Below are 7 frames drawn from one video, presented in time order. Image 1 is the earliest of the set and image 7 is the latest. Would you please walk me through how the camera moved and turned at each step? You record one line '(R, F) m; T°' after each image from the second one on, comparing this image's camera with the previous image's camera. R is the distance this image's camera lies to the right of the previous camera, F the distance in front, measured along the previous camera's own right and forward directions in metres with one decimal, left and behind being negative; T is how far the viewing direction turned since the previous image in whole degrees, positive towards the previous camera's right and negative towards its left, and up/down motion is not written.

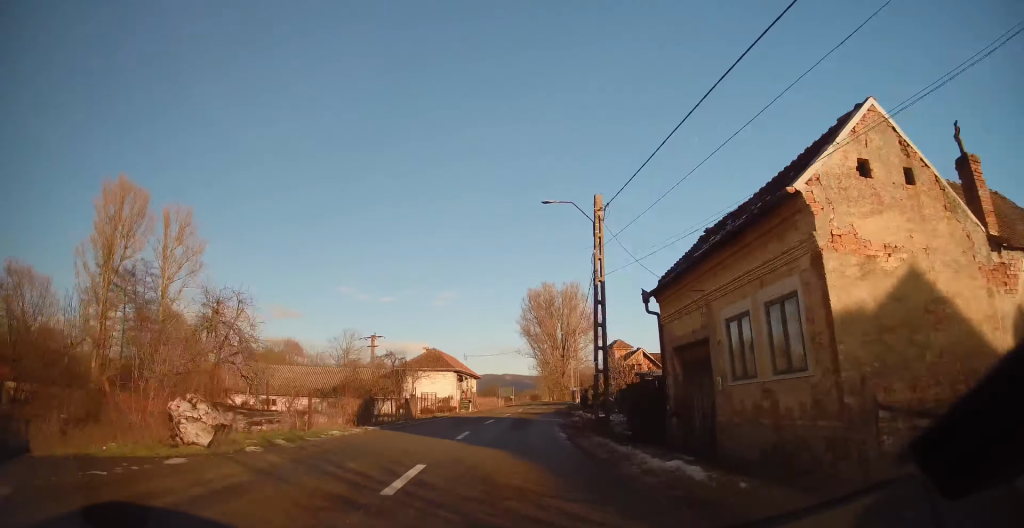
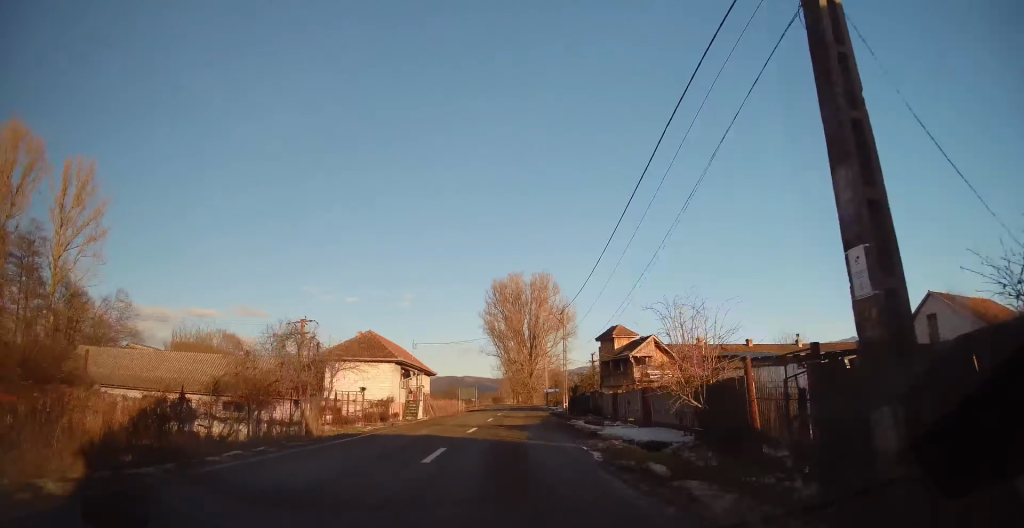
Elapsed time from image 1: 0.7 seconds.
(+0.1, +14.1) m; +3°
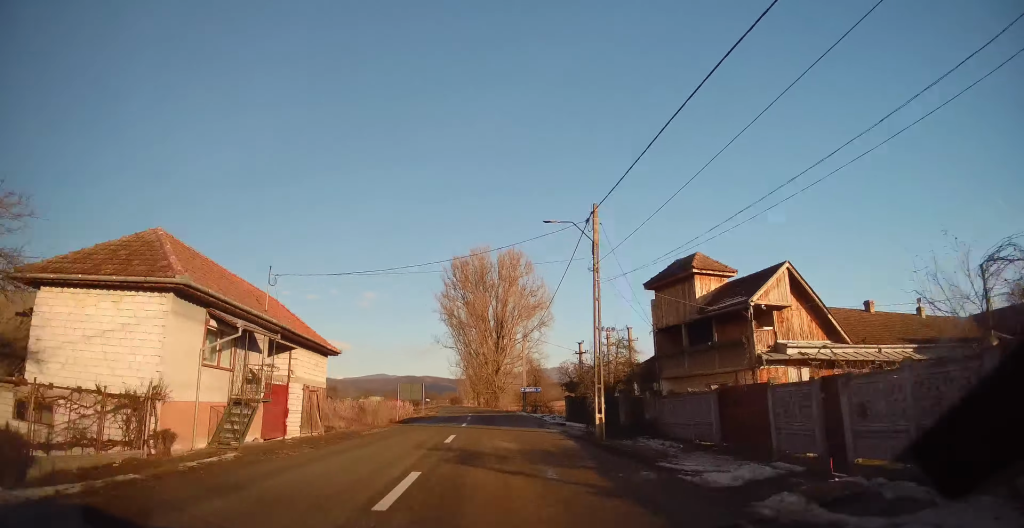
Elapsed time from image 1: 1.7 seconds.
(+1.2, +22.4) m; +4°
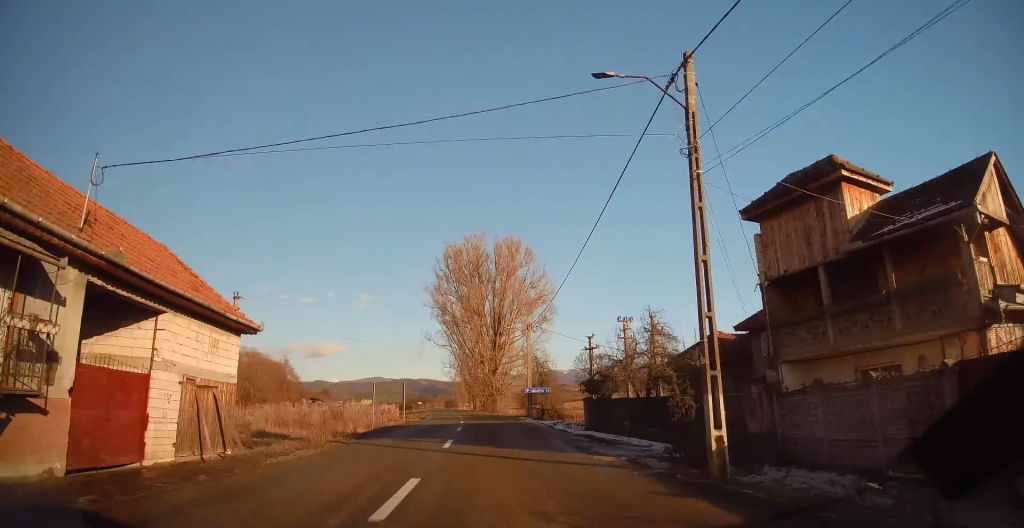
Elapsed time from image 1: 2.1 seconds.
(+0.2, +9.6) m; 0°
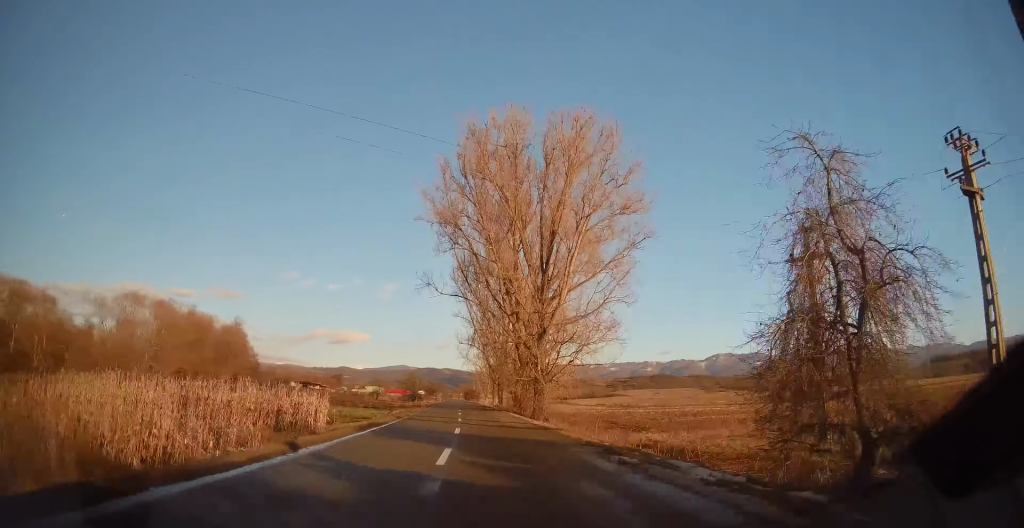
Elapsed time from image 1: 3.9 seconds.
(-0.8, +40.9) m; -3°
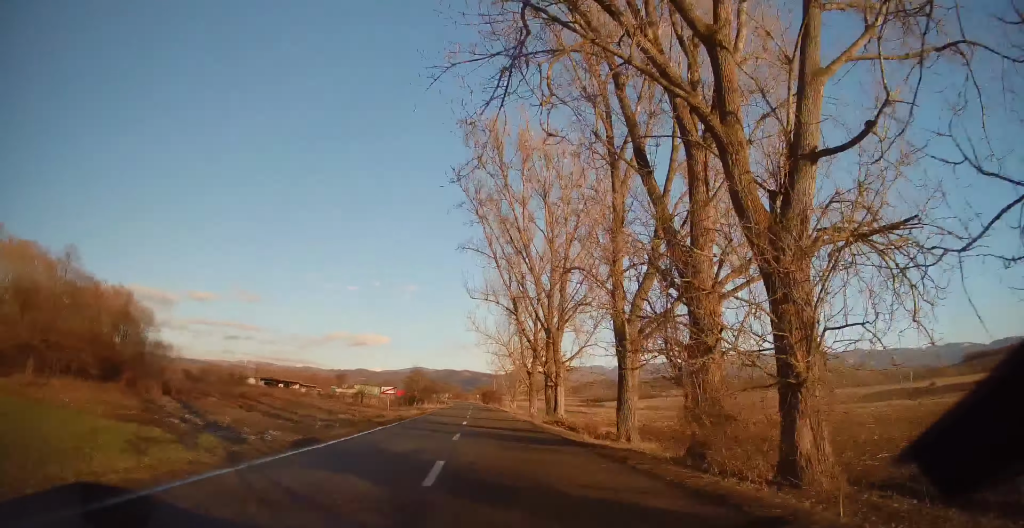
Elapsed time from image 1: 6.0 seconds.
(0.0, +48.3) m; -1°
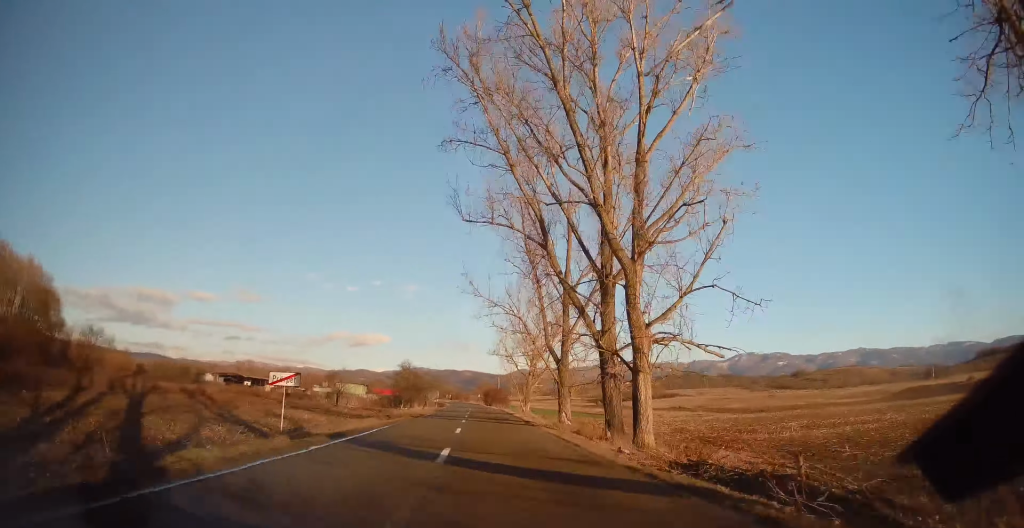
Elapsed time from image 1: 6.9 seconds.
(-0.5, +23.5) m; -2°
